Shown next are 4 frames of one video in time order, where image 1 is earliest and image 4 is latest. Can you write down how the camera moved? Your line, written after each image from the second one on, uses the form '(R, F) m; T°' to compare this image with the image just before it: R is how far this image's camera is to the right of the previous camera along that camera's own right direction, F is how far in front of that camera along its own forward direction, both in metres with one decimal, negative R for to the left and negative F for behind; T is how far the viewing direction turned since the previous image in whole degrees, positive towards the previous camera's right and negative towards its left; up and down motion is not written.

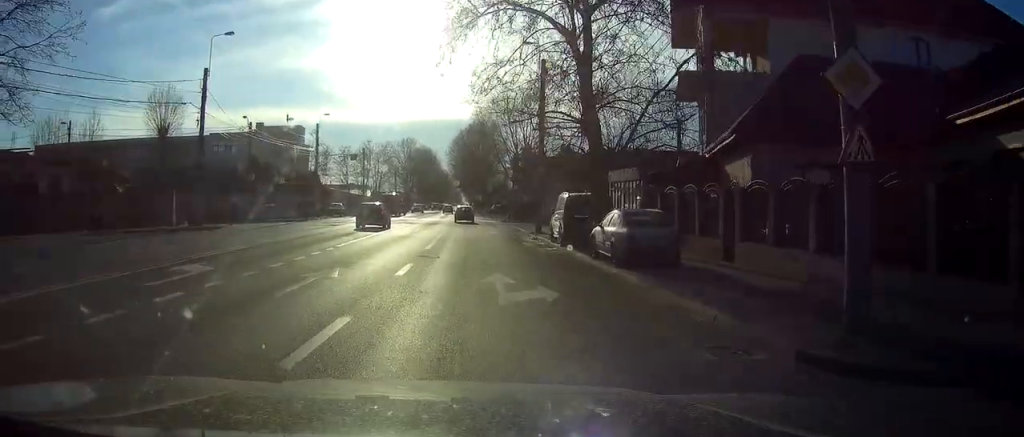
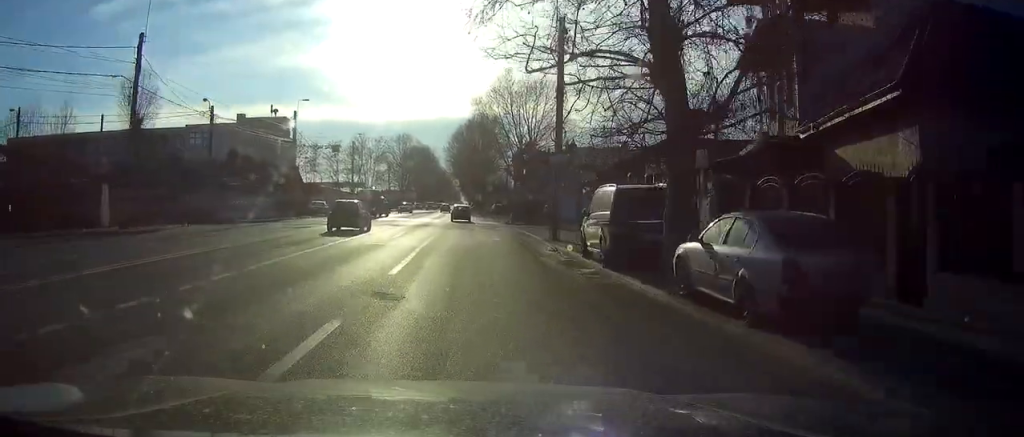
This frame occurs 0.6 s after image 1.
(0.0, +9.1) m; 0°
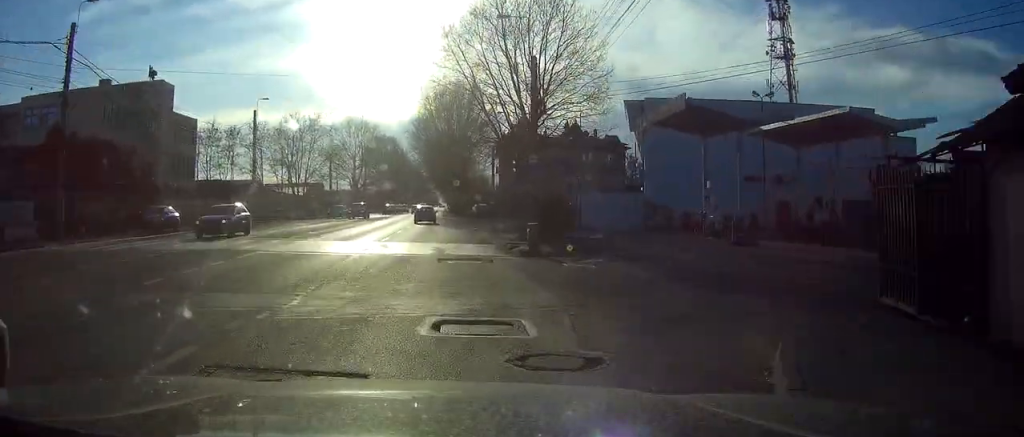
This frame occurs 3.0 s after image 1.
(+0.3, +36.1) m; 0°
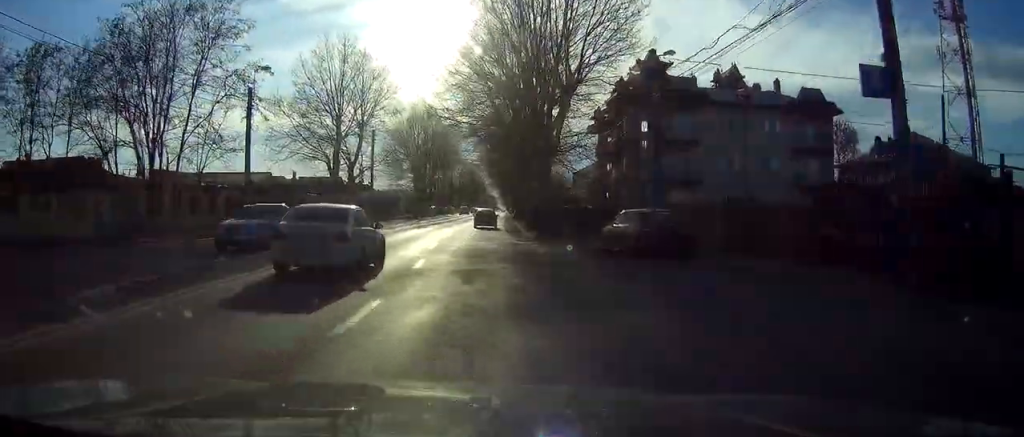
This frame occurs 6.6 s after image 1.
(-2.4, +54.6) m; -4°
